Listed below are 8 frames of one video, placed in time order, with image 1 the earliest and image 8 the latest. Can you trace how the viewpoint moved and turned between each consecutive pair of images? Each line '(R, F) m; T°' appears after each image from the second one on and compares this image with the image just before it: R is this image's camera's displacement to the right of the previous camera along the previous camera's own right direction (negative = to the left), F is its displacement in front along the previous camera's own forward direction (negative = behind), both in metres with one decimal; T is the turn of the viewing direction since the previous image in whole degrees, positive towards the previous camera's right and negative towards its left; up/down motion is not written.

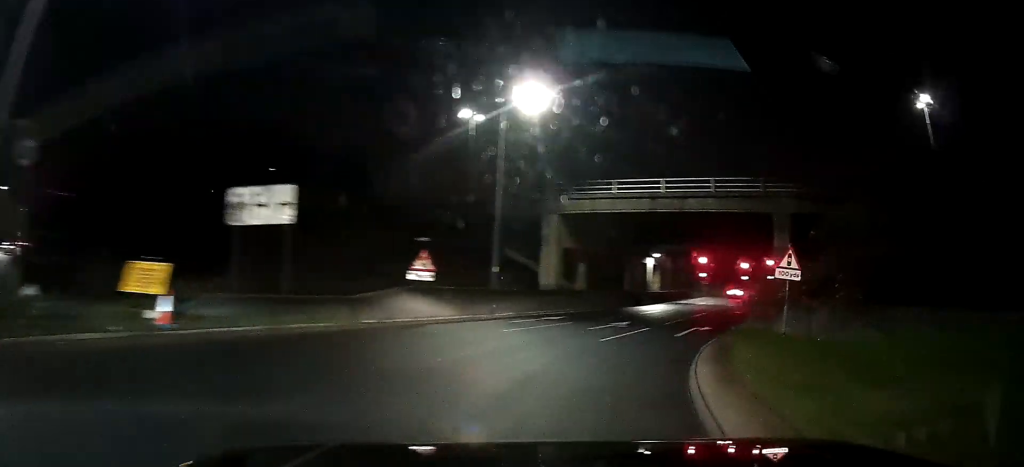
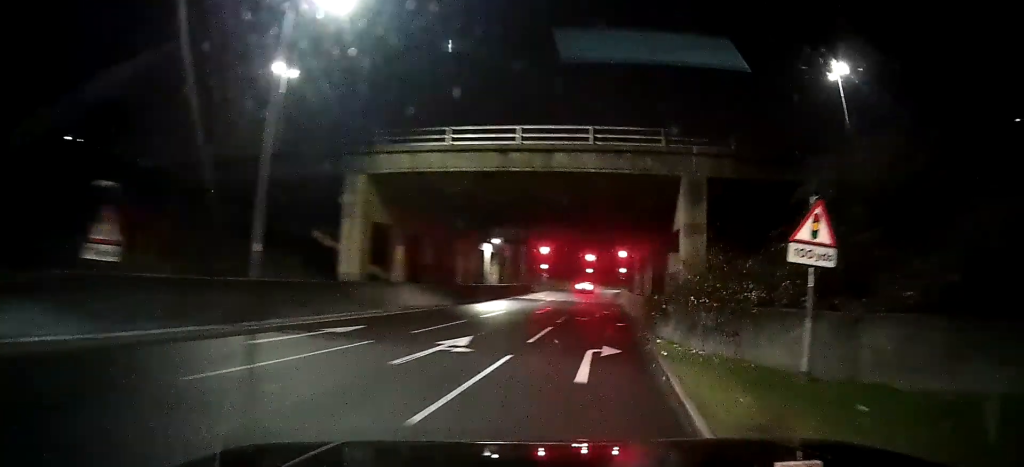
(+1.0, +10.0) m; +12°
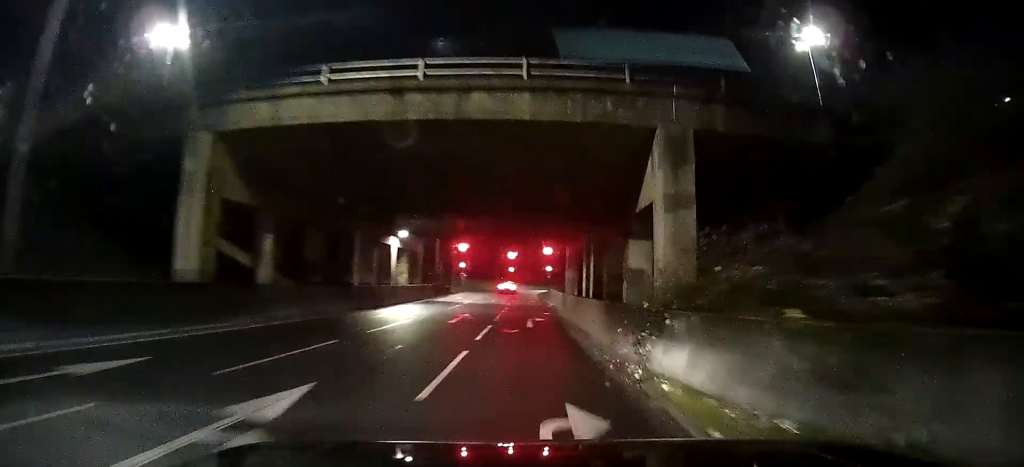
(+0.7, +6.9) m; +4°
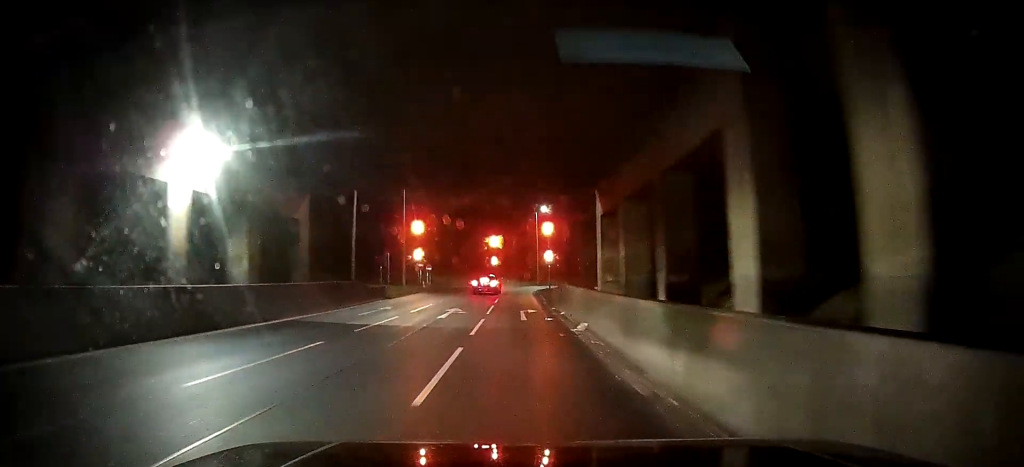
(+1.5, +24.1) m; +5°
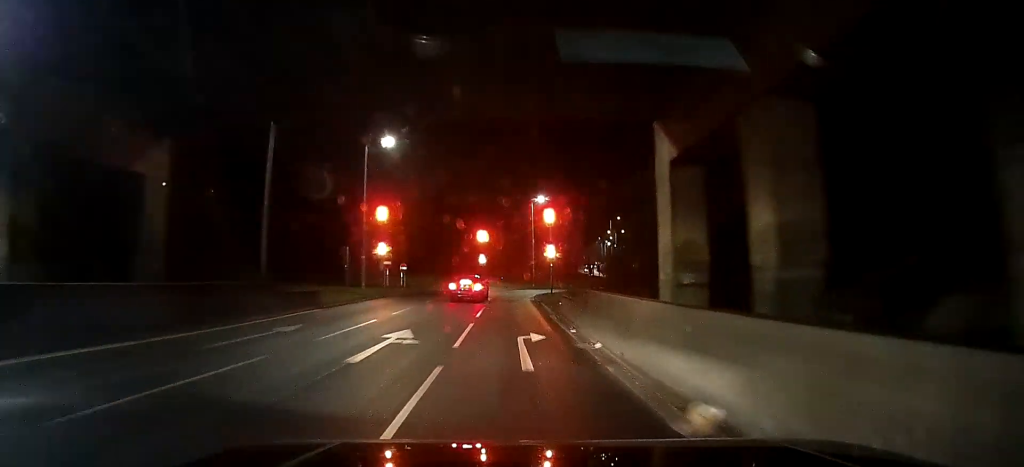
(+0.1, +10.9) m; +3°
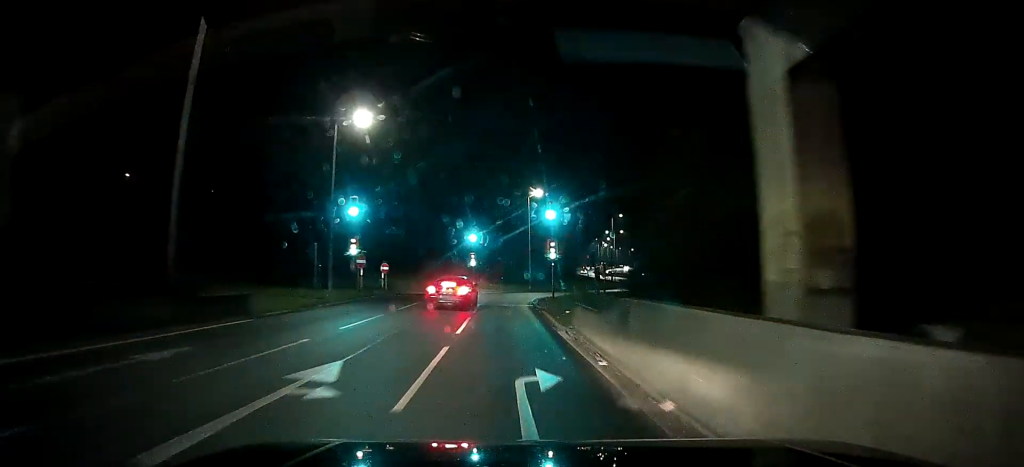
(-0.1, +5.9) m; +2°
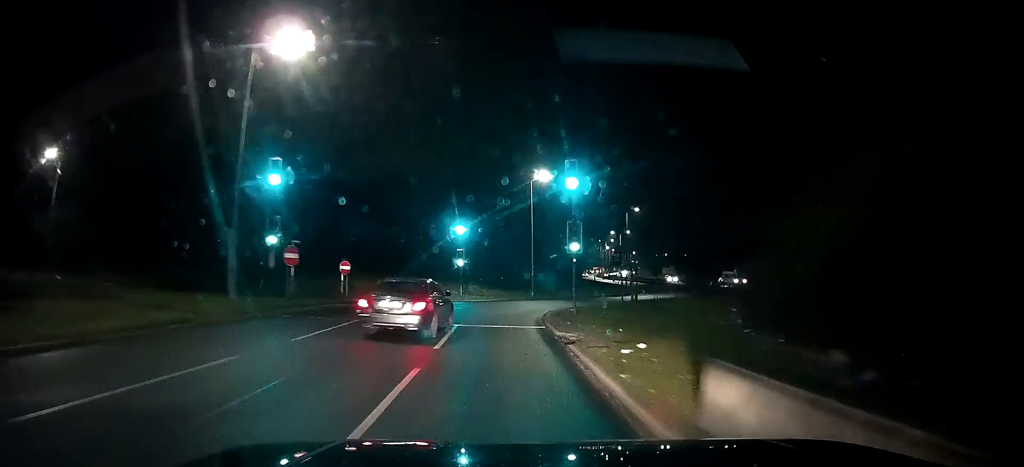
(+0.6, +11.4) m; +4°
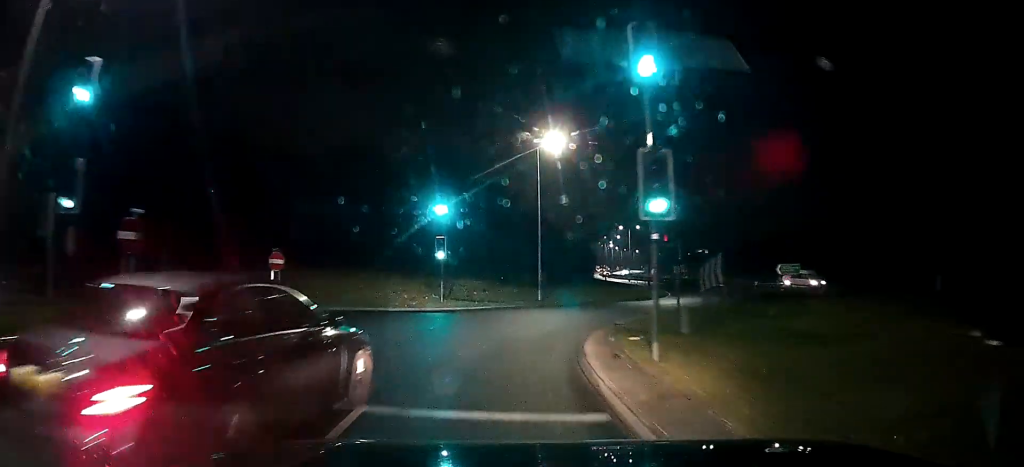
(+0.3, +11.8) m; +2°
